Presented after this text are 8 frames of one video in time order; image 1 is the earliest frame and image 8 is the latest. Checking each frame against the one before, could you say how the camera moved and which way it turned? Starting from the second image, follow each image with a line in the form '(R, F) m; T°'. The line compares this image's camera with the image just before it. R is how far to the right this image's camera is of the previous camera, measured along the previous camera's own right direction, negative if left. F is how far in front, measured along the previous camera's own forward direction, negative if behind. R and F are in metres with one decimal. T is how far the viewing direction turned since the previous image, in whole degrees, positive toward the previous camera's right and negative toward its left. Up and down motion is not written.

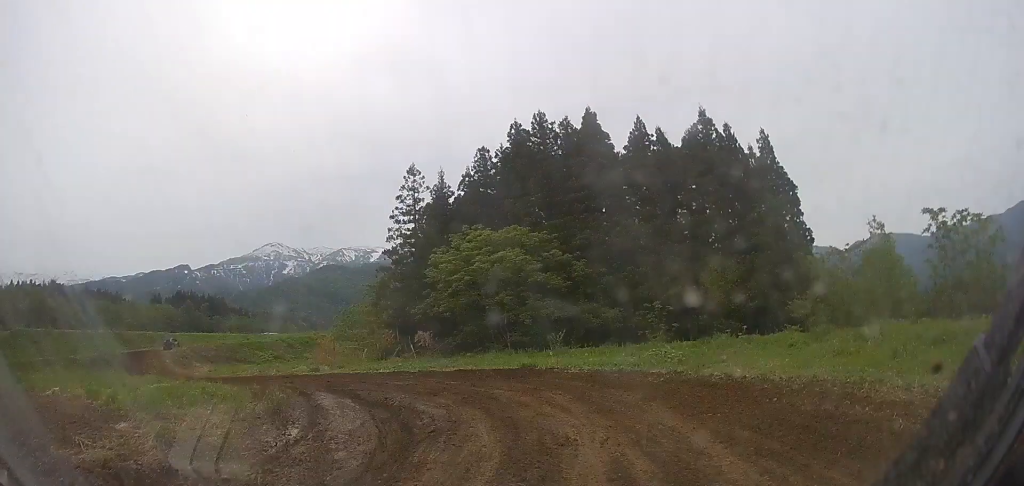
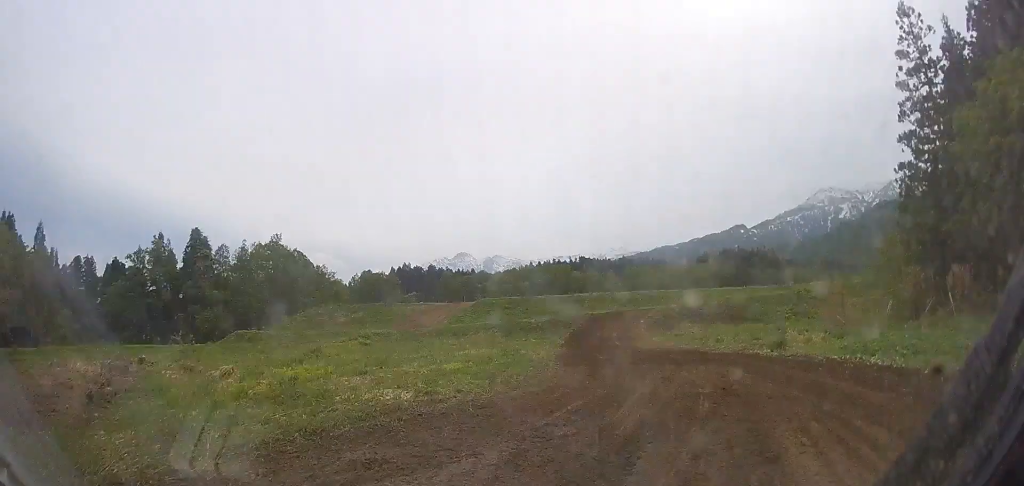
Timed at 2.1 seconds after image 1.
(-1.0, +14.0) m; -30°
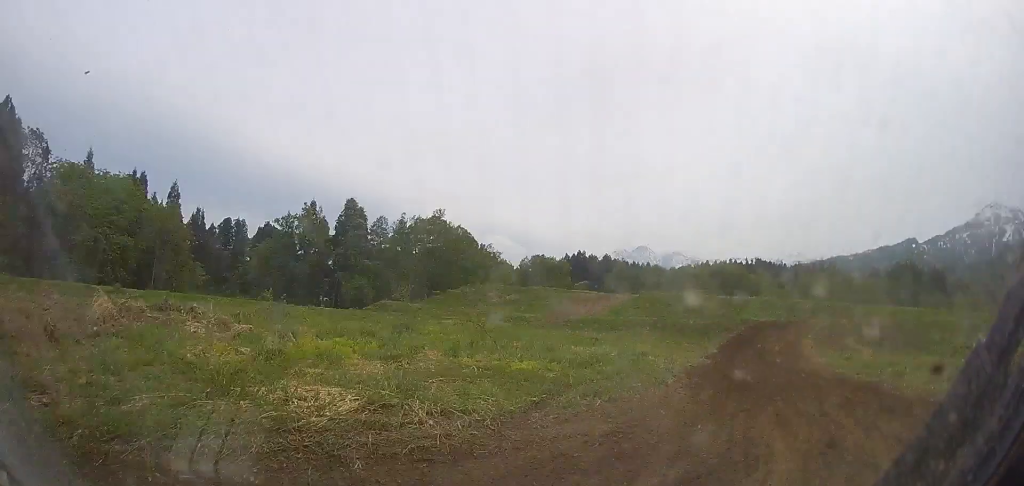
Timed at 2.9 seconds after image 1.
(-1.5, +4.8) m; -20°
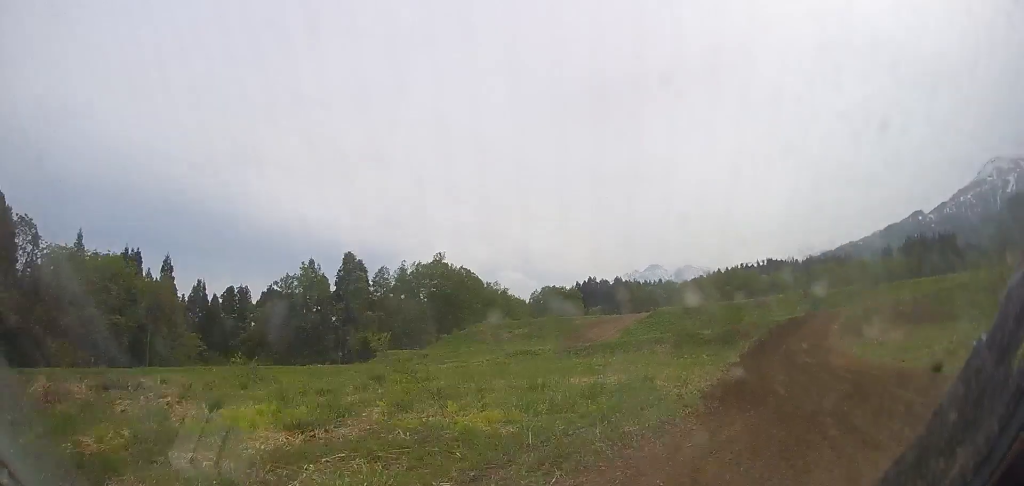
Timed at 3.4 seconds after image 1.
(-0.5, +3.2) m; -10°
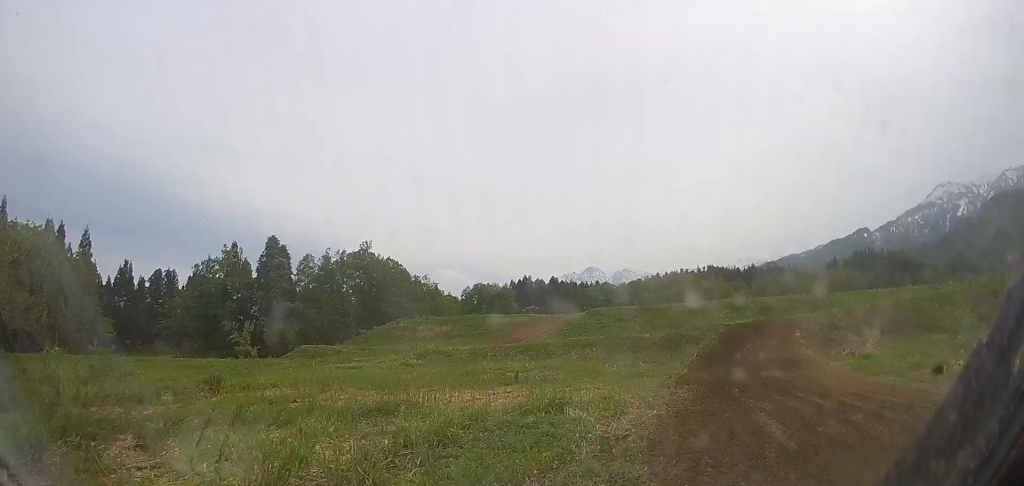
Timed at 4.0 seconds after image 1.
(0.0, +5.2) m; 0°
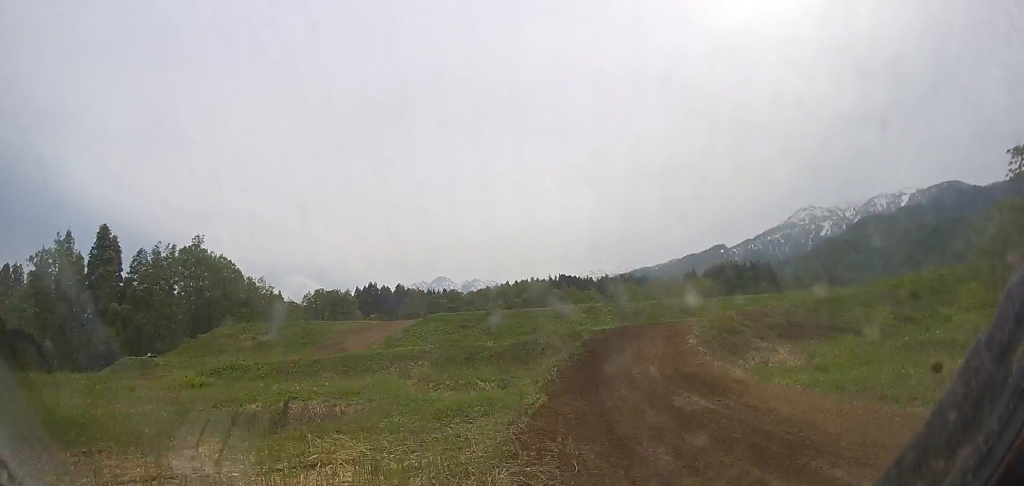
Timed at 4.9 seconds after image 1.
(0.0, +8.0) m; 0°
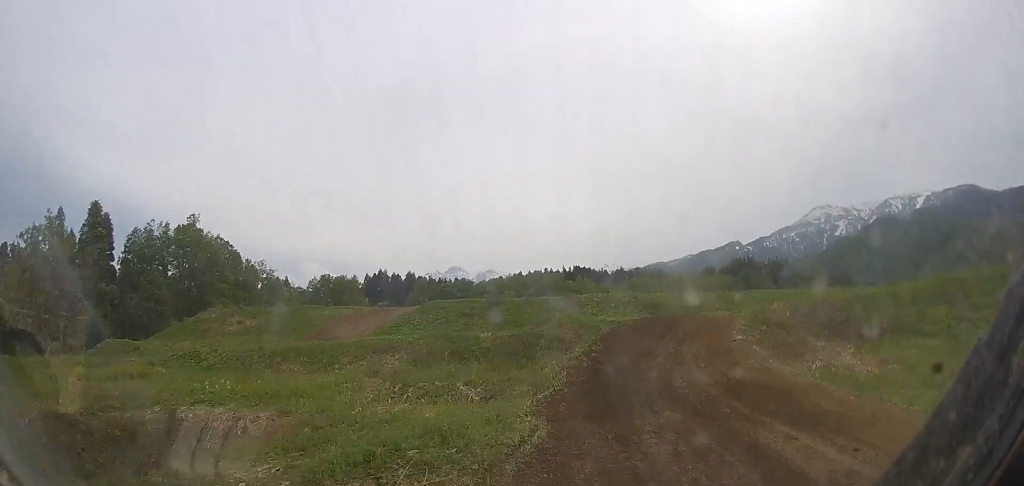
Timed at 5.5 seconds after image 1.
(0.0, +6.3) m; 0°
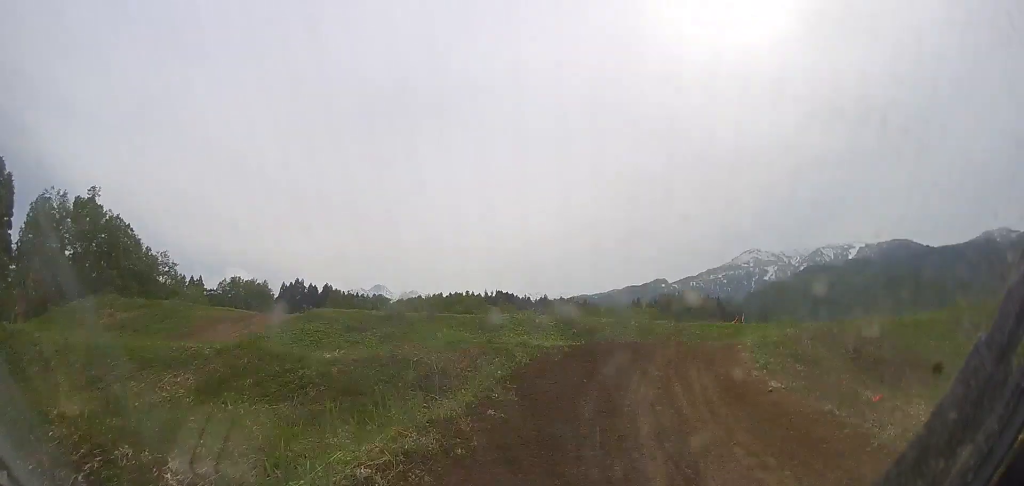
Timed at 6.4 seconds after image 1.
(0.0, +9.5) m; +1°
